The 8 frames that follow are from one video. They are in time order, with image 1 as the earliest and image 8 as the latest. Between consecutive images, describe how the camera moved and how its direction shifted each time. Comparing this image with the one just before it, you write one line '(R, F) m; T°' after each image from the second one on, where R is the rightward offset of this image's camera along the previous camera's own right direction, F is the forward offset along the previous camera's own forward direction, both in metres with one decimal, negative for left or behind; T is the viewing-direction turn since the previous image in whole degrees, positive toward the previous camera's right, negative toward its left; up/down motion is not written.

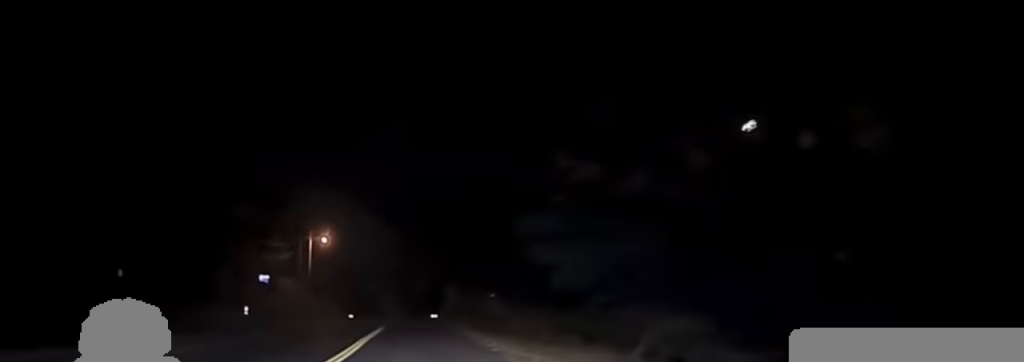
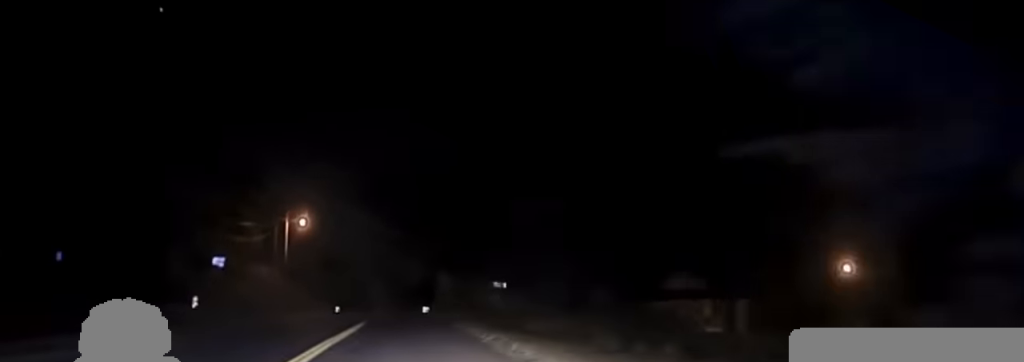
(-0.1, +13.6) m; 0°
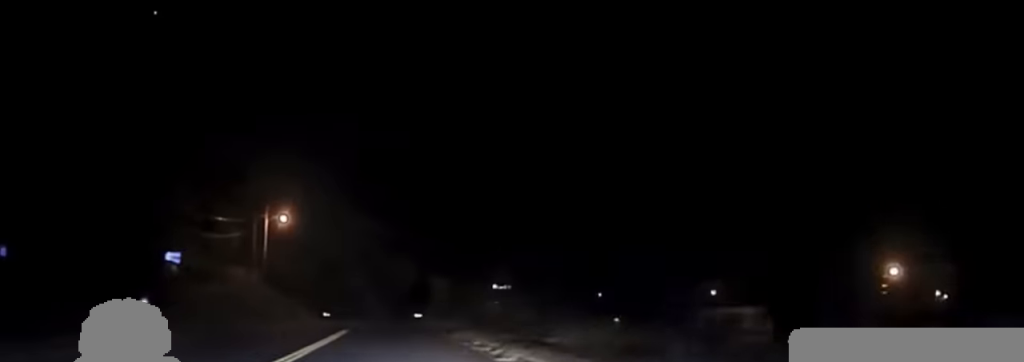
(0.0, +8.8) m; 0°
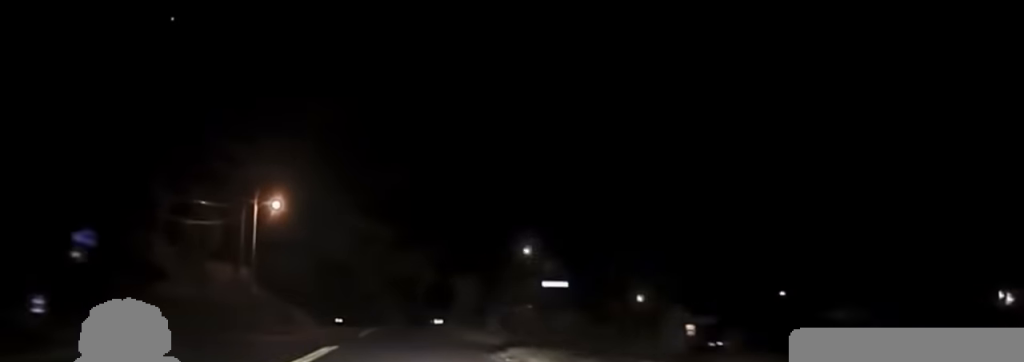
(-0.1, +18.2) m; 0°
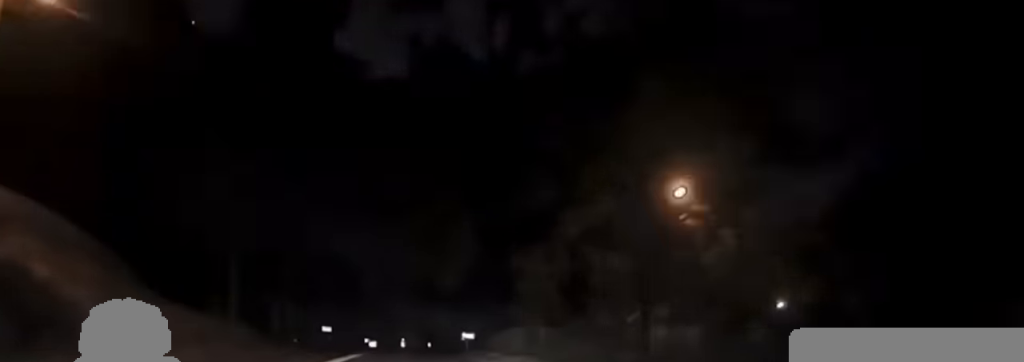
(-0.5, +56.1) m; -1°
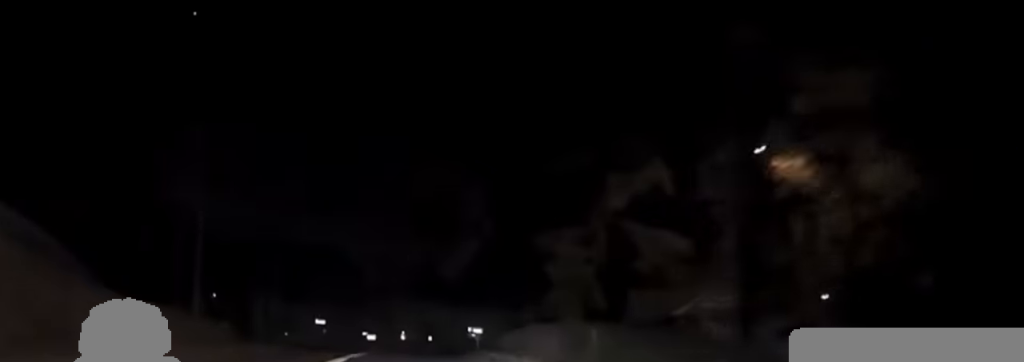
(+0.2, +11.7) m; 0°
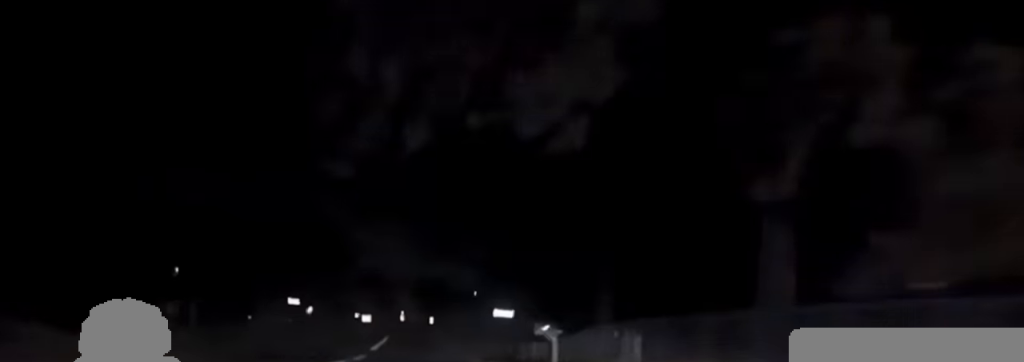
(-0.2, +30.0) m; 0°
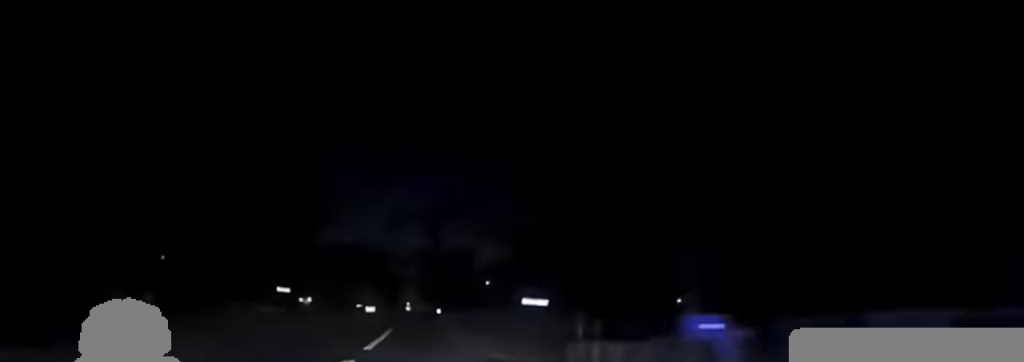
(0.0, +13.1) m; 0°
